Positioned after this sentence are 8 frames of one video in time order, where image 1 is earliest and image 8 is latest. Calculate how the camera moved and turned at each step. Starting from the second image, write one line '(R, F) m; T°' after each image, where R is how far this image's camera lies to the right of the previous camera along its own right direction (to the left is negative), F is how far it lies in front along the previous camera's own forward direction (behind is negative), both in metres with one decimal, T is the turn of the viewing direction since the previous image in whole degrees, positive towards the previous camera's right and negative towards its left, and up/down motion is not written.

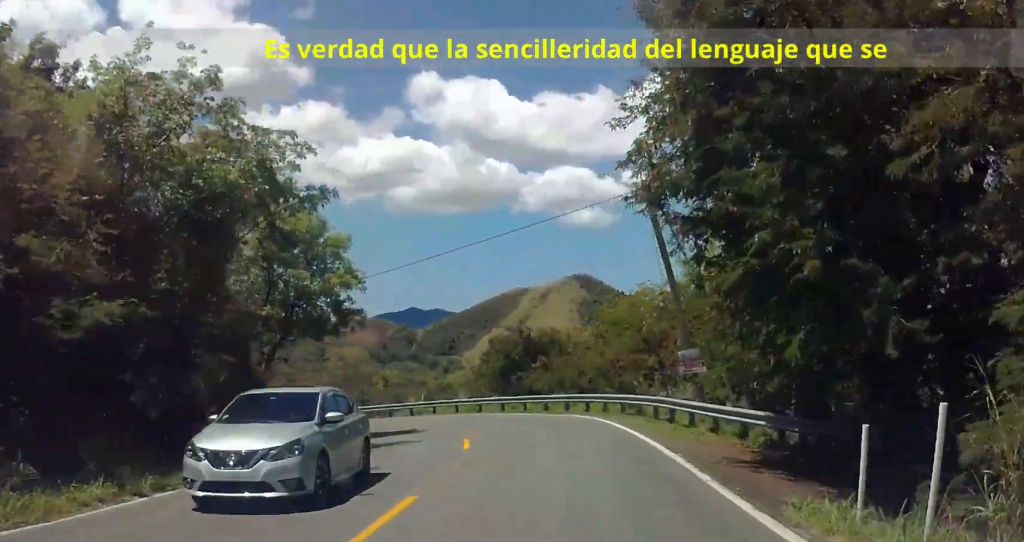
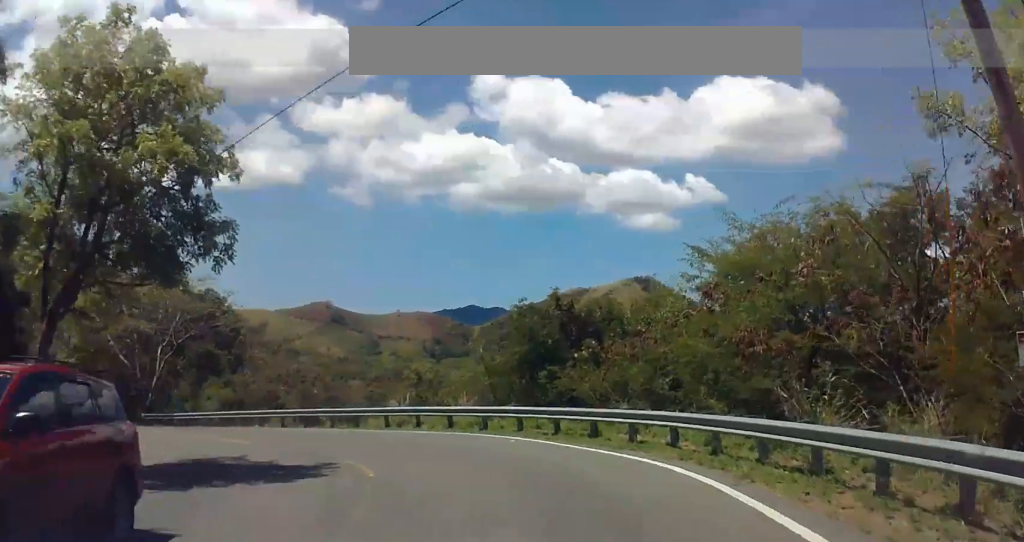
(+0.4, +17.6) m; -2°
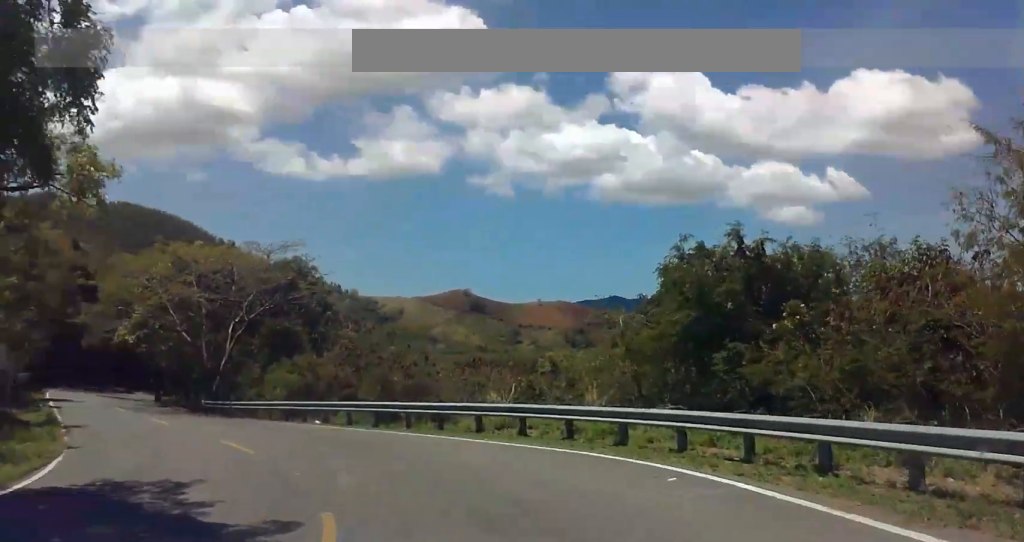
(-0.6, +9.4) m; -4°
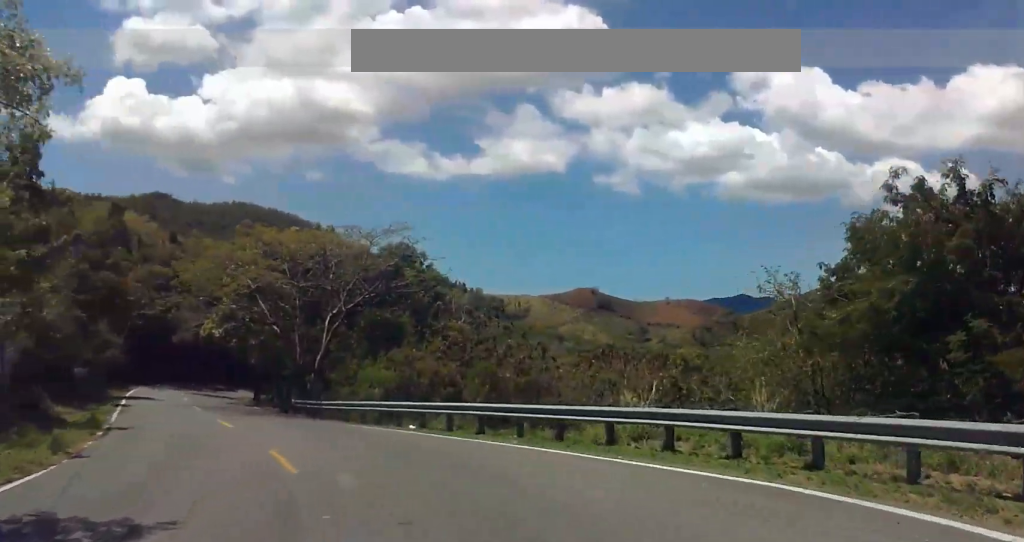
(-0.1, +4.6) m; -3°
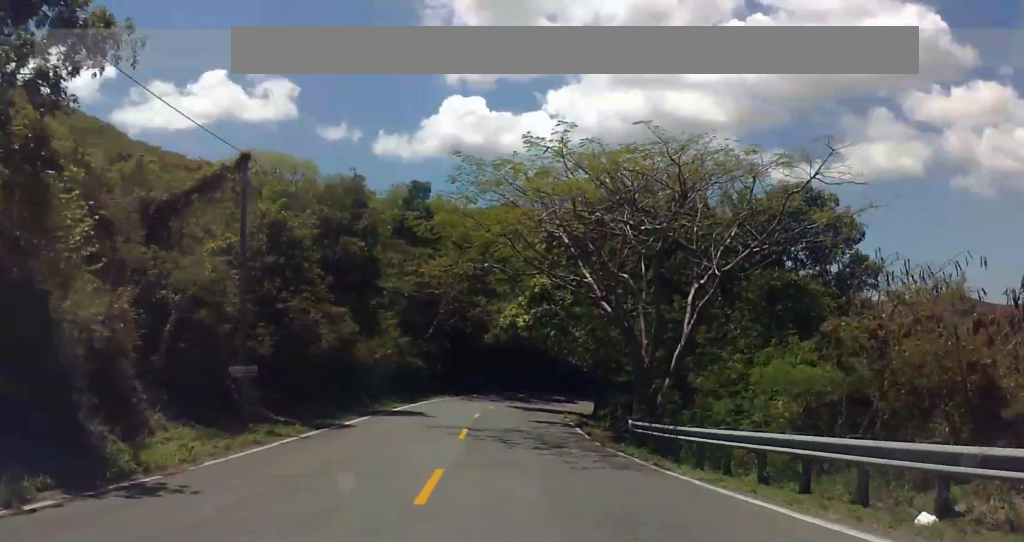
(-2.0, +12.6) m; -29°
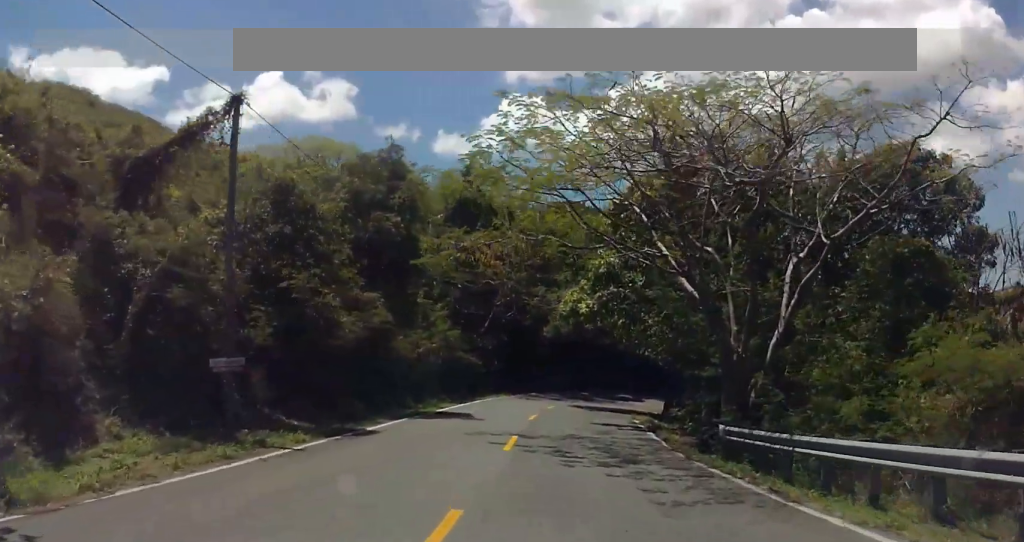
(-0.2, +3.8) m; -9°
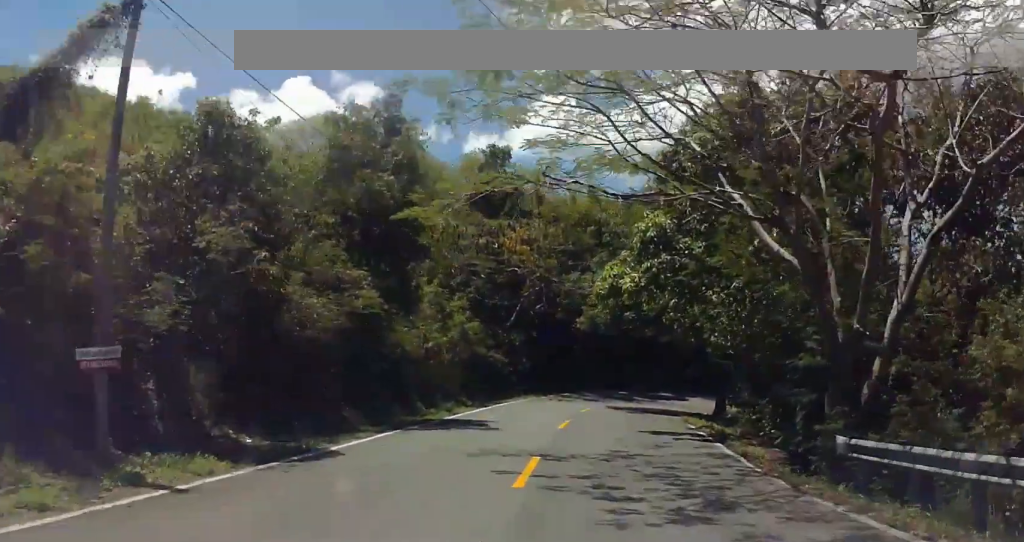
(-0.8, +5.2) m; -5°
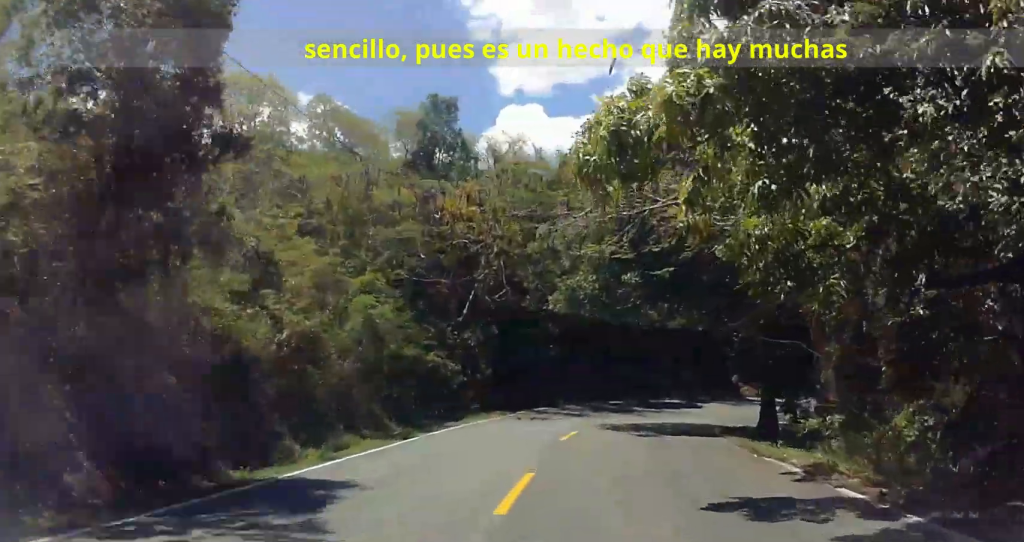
(-0.7, +12.4) m; -3°
